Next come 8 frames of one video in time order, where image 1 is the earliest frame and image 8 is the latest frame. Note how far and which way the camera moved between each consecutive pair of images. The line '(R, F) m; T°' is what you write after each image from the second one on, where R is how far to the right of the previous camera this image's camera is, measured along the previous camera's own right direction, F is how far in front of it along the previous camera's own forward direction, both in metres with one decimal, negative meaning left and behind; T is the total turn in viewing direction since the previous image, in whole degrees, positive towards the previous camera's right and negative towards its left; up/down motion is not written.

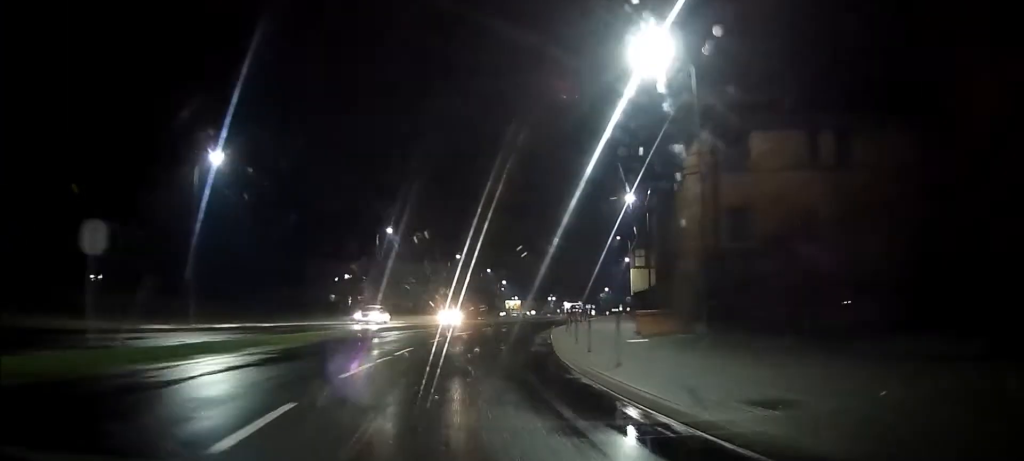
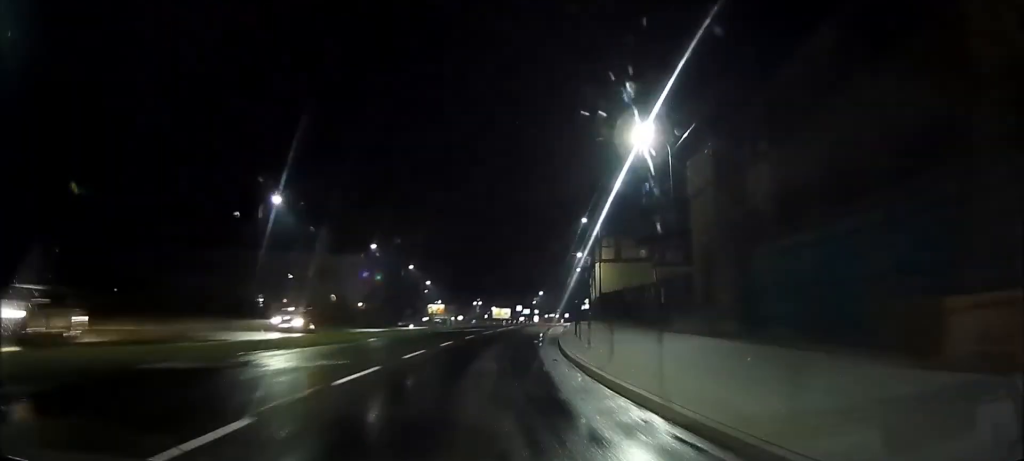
(+1.2, +20.5) m; +6°
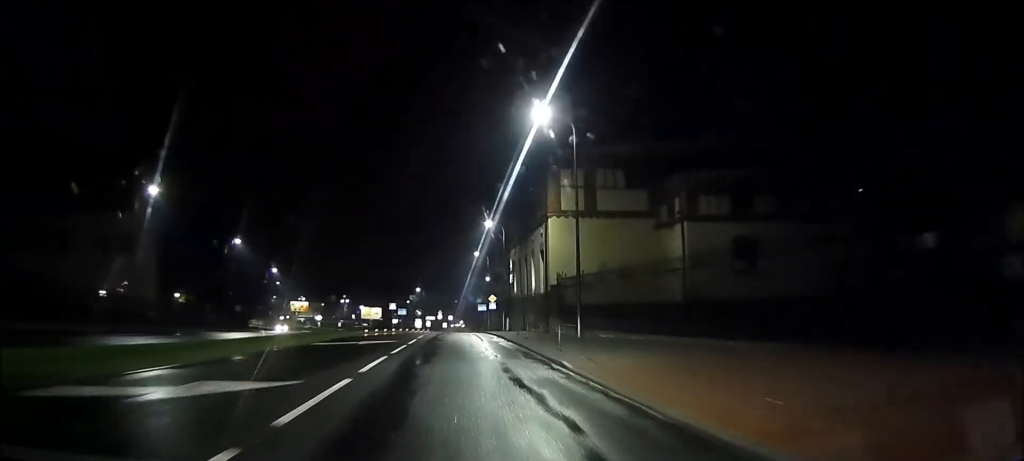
(+1.5, +34.4) m; +4°
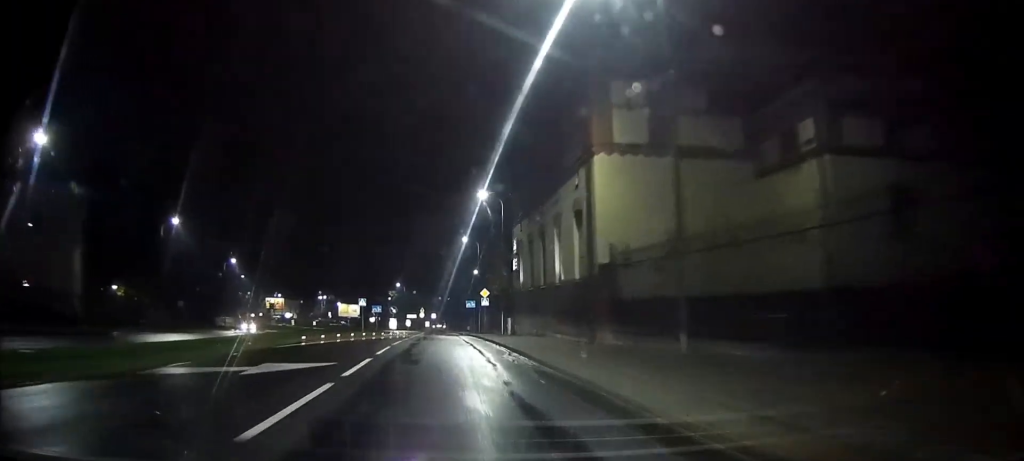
(+0.2, +13.4) m; +1°
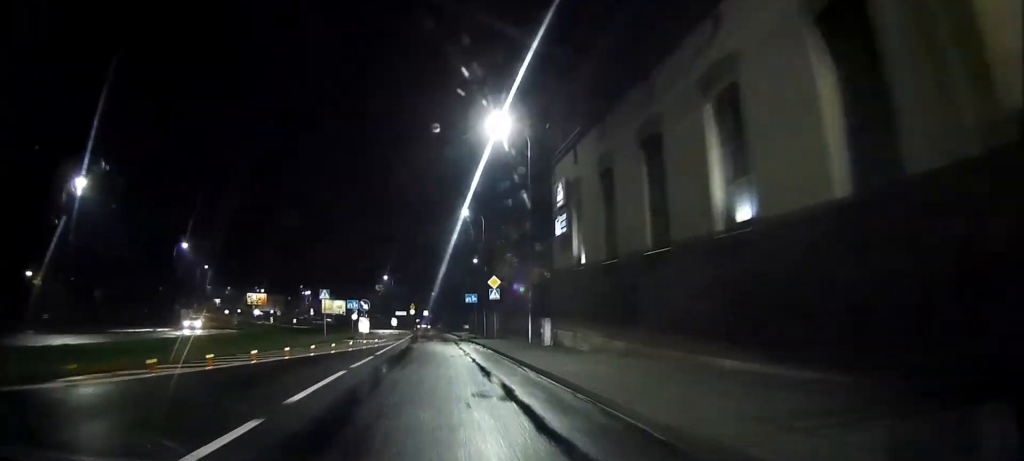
(0.0, +16.2) m; -1°
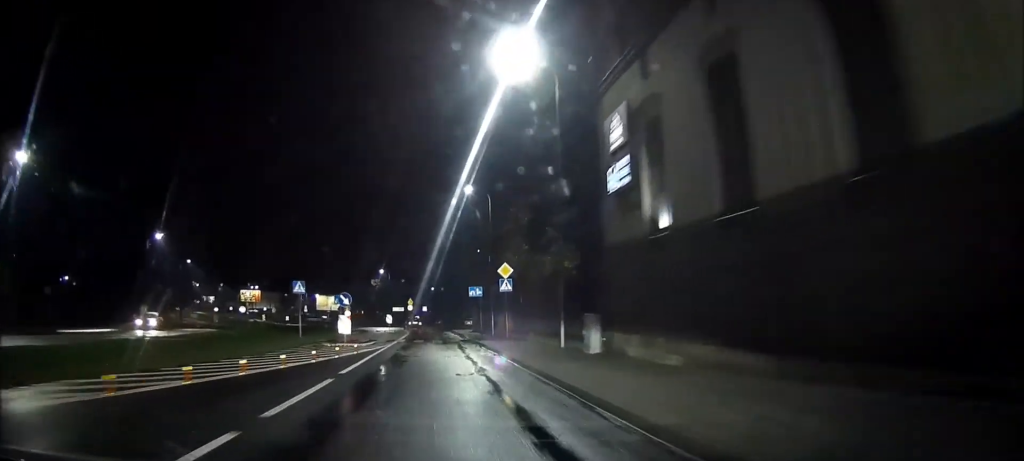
(-0.1, +7.5) m; 0°
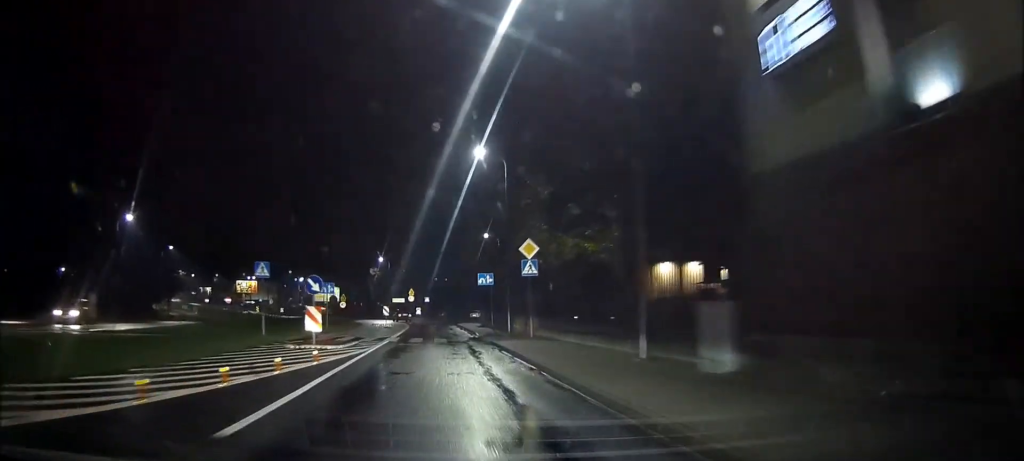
(0.0, +8.0) m; 0°
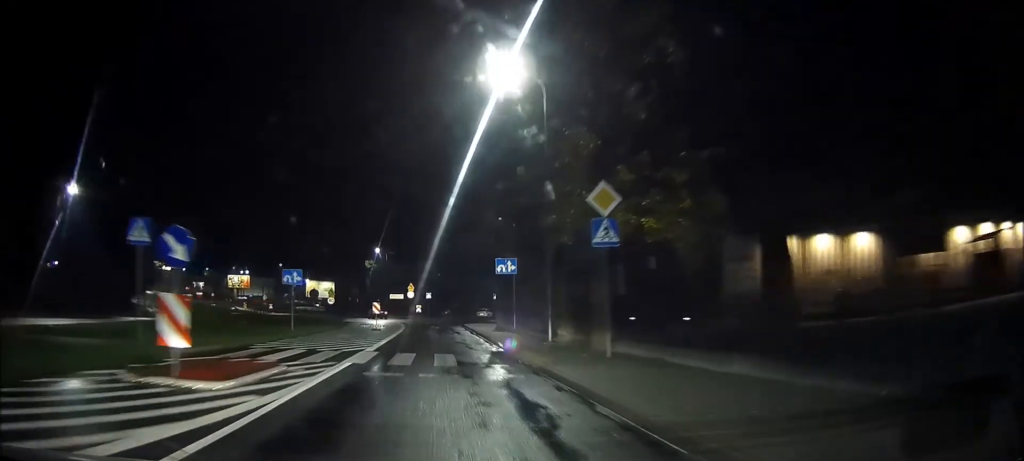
(0.0, +11.9) m; 0°
